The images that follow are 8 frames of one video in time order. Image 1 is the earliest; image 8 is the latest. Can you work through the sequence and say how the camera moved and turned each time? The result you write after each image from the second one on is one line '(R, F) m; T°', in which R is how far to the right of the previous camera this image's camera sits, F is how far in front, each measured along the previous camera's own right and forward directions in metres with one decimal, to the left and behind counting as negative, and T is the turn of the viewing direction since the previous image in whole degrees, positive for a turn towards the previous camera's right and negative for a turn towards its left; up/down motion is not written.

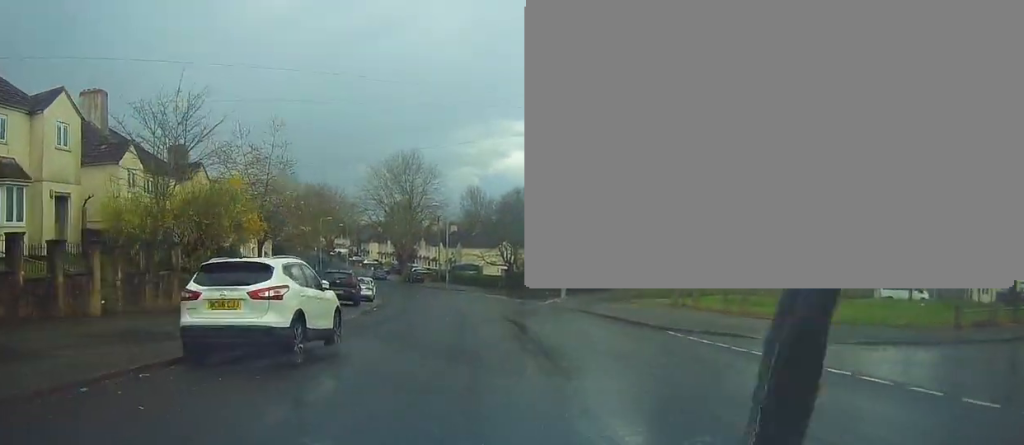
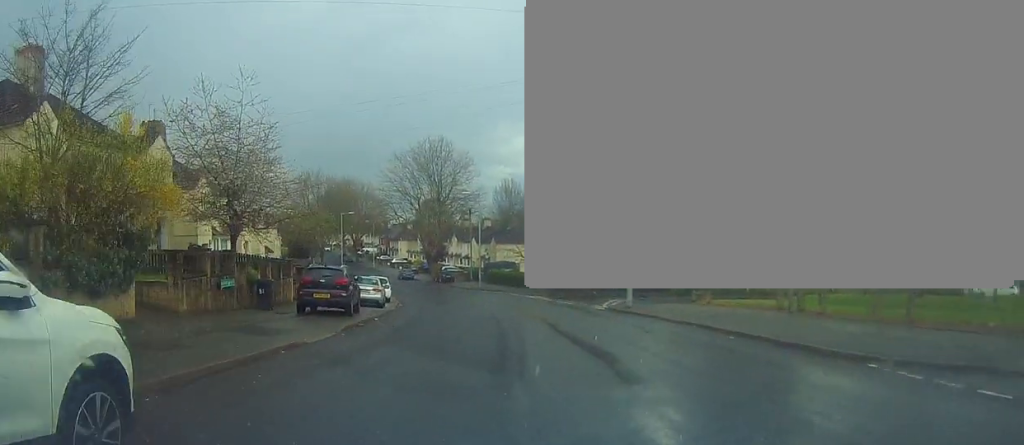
(-0.4, +8.7) m; -2°
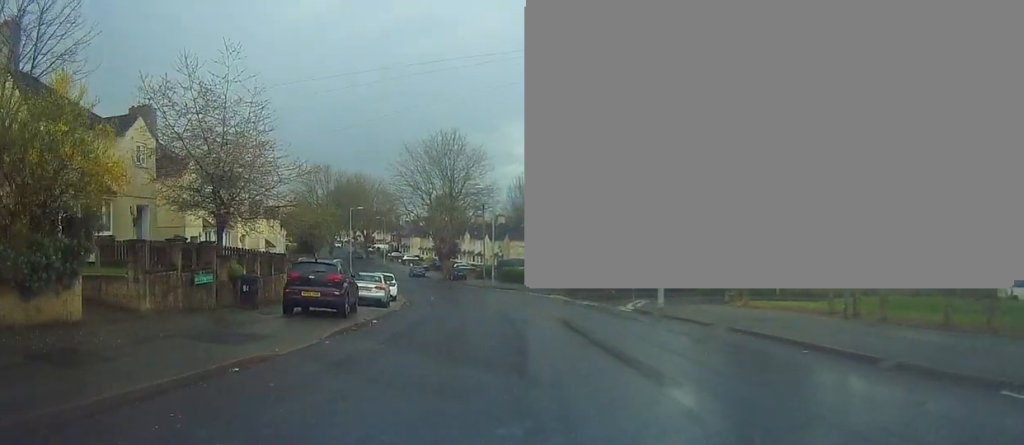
(+0.1, +3.0) m; 0°
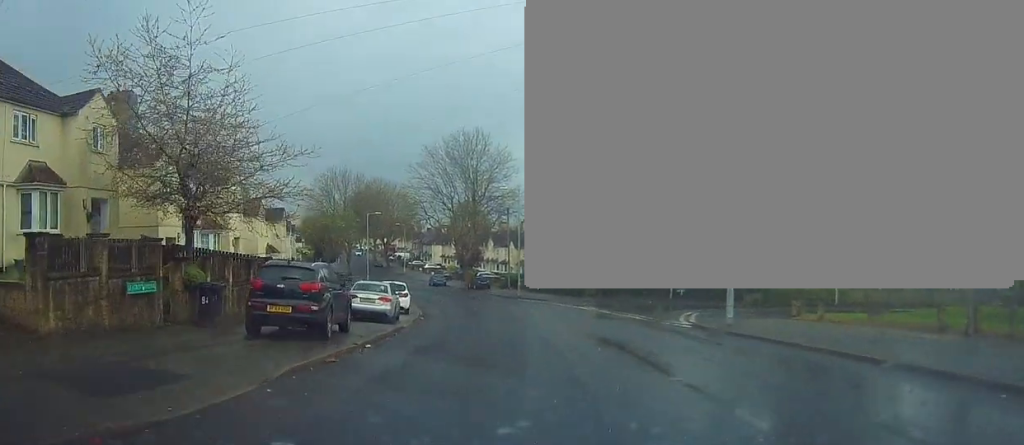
(-0.2, +5.0) m; -2°
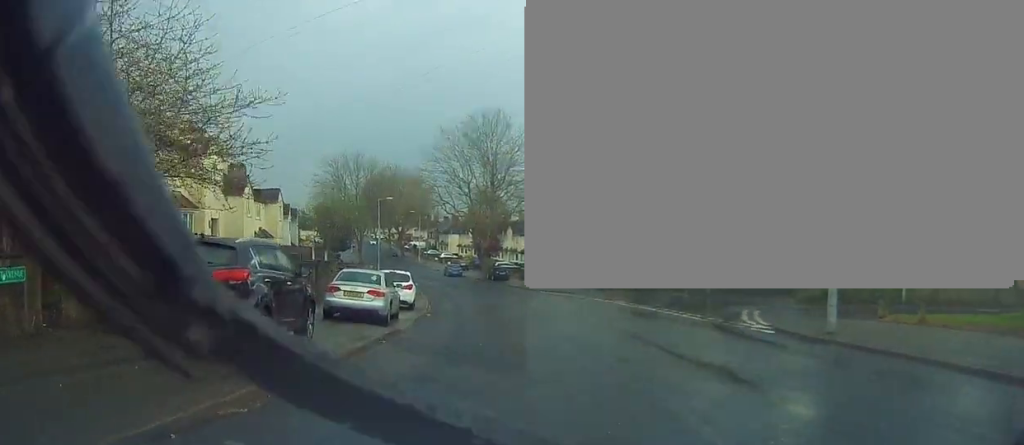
(0.0, +5.5) m; -1°
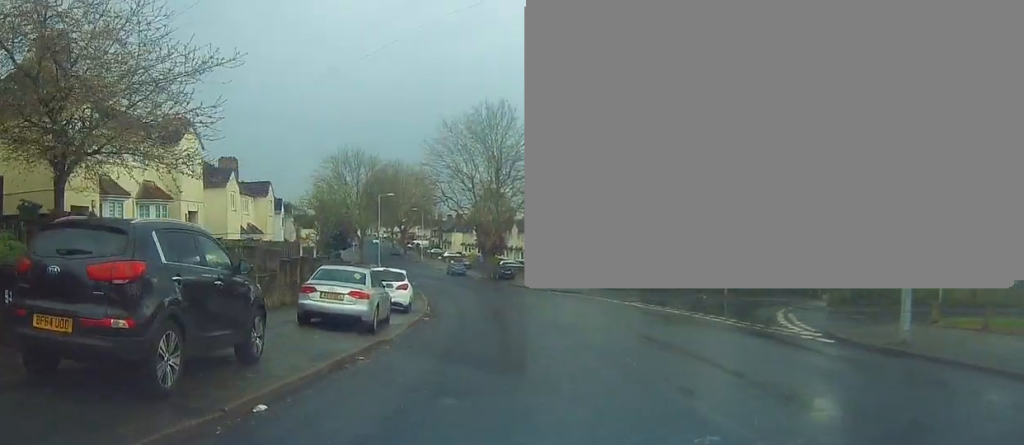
(0.0, +3.0) m; -1°
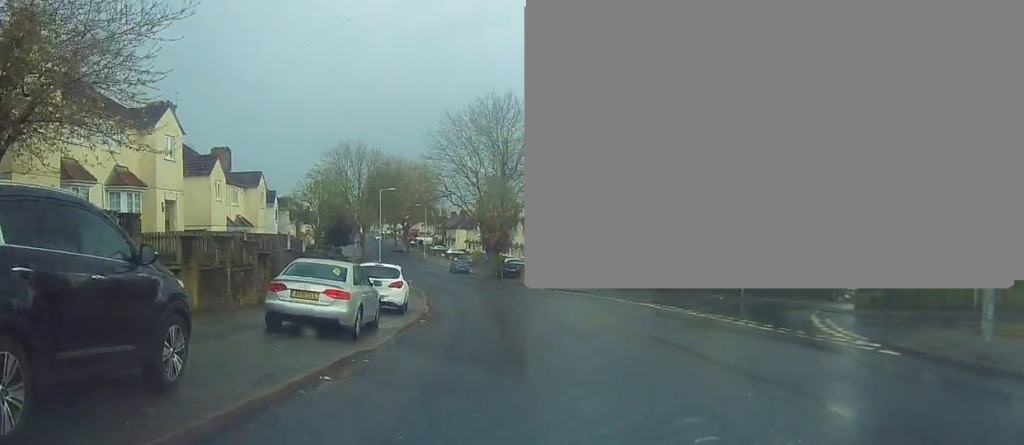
(0.0, +2.6) m; -1°
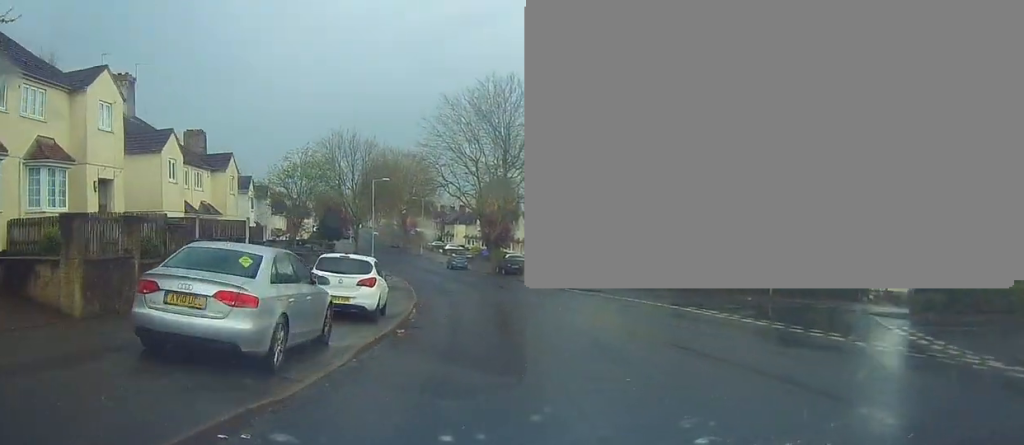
(-0.2, +5.1) m; -1°
